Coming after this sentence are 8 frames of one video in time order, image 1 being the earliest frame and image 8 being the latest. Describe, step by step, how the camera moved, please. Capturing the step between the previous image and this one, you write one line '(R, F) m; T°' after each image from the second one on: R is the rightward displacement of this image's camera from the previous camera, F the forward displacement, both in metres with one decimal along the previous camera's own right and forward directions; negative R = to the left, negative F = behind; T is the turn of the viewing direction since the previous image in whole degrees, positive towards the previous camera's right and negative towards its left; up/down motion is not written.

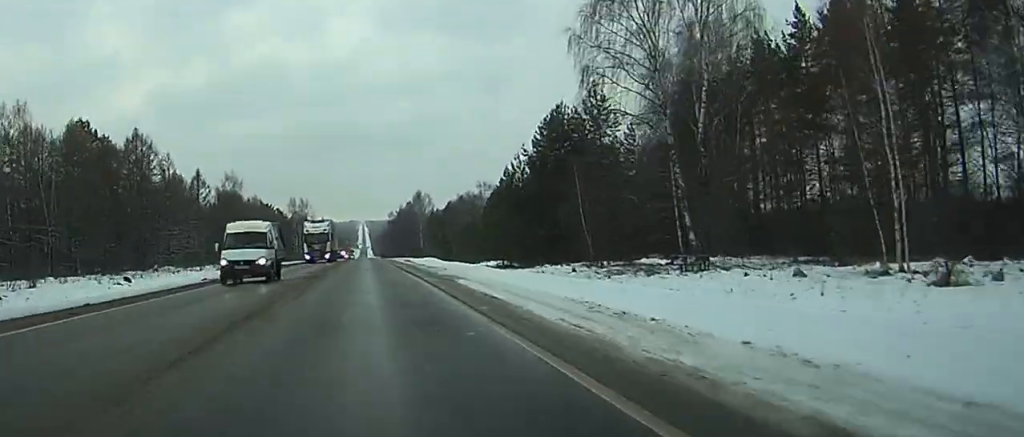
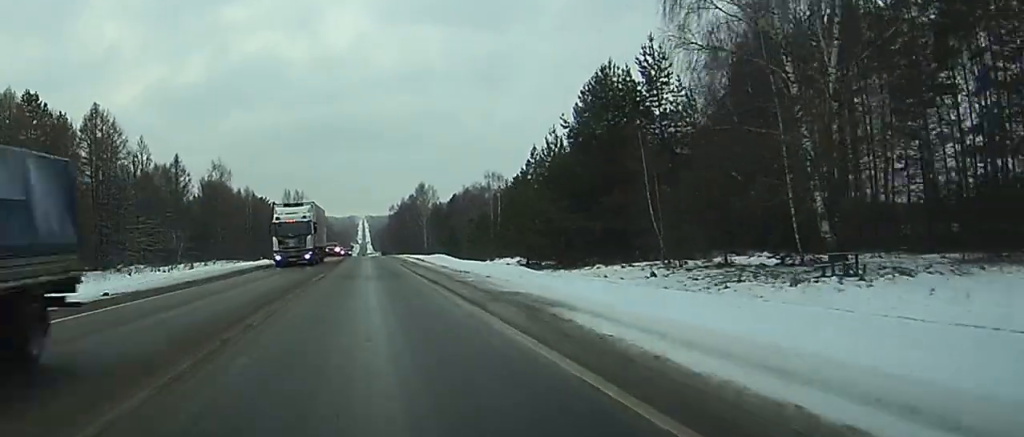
(0.0, +16.4) m; 0°
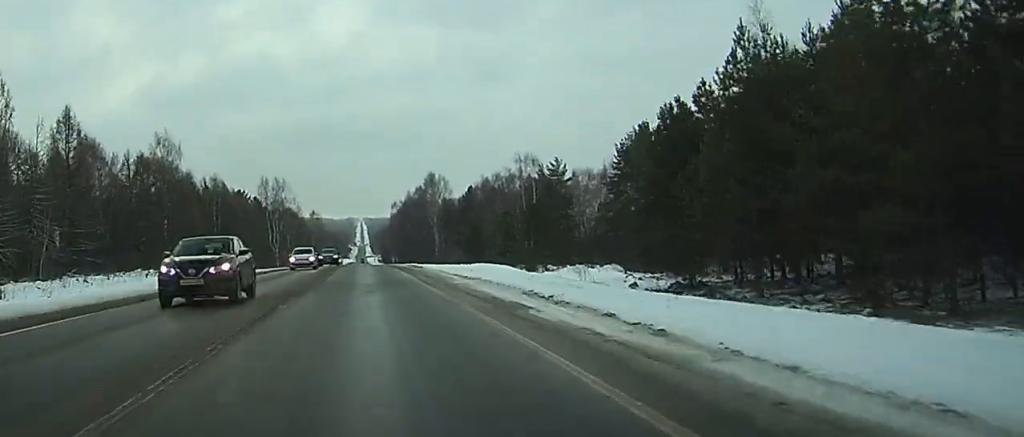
(+0.1, +48.1) m; 0°
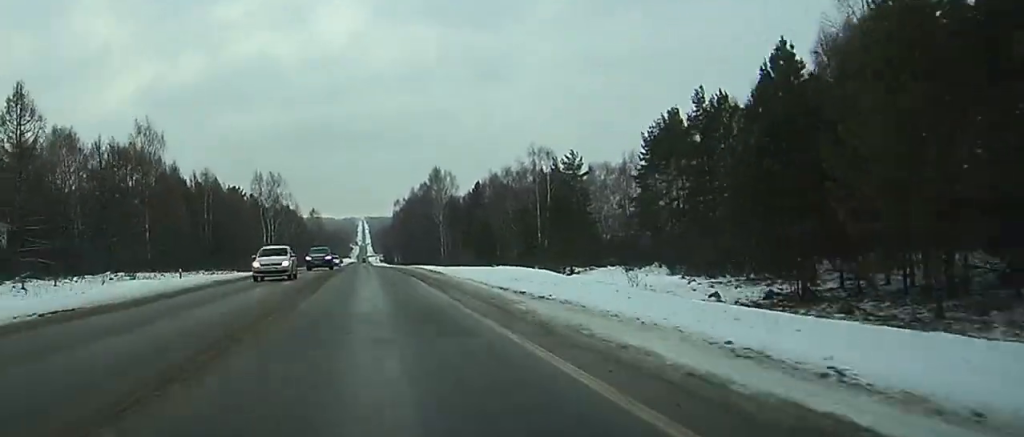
(0.0, +12.4) m; 0°
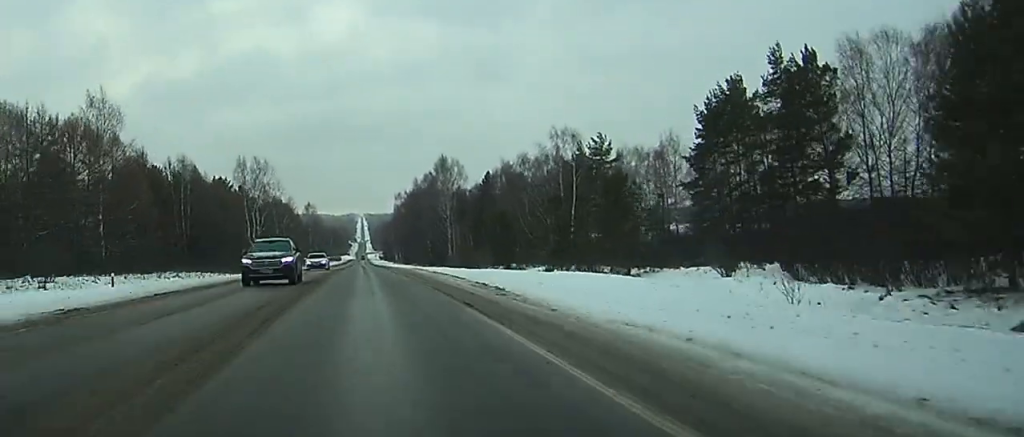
(0.0, +20.9) m; 0°
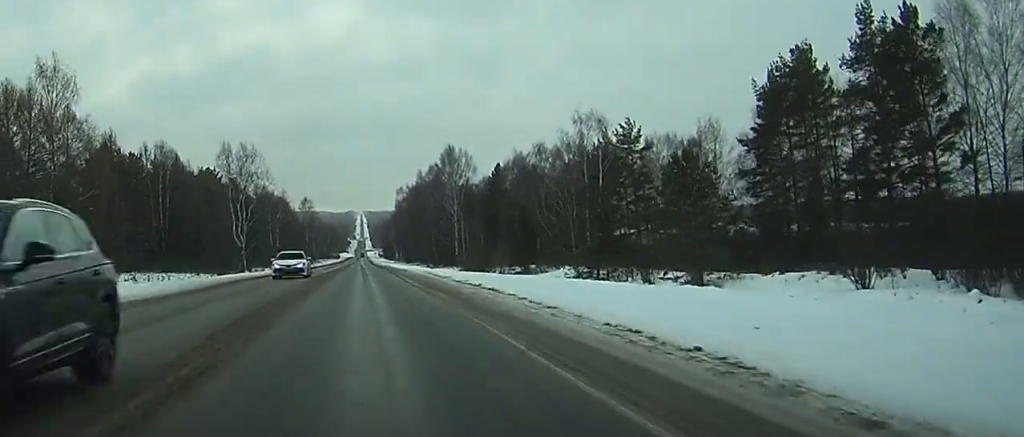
(0.0, +16.1) m; 0°
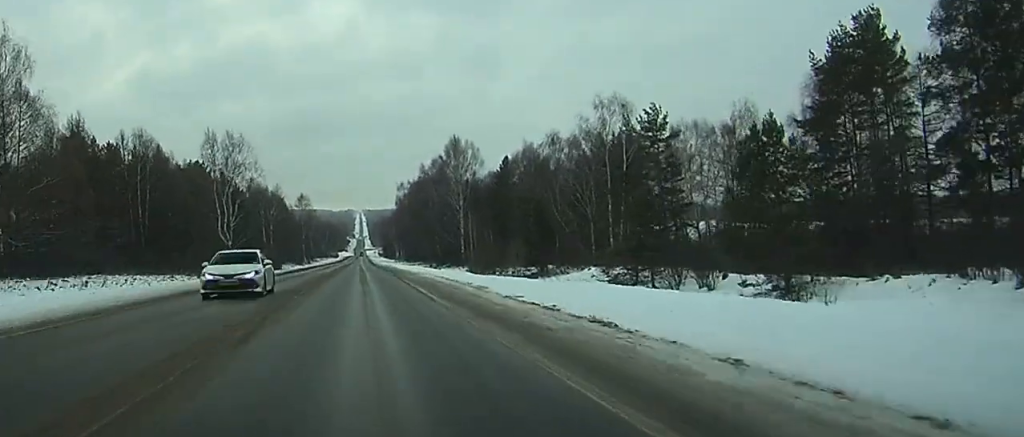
(0.0, +12.3) m; 0°
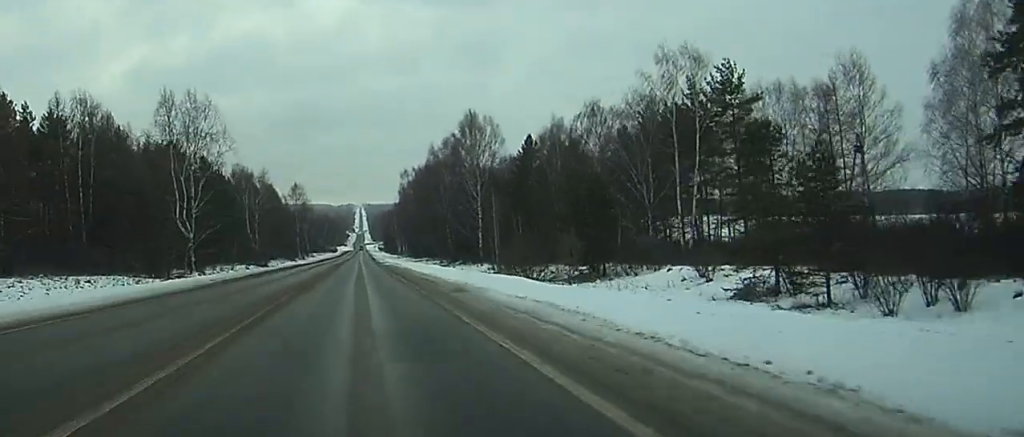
(0.0, +25.5) m; 0°
